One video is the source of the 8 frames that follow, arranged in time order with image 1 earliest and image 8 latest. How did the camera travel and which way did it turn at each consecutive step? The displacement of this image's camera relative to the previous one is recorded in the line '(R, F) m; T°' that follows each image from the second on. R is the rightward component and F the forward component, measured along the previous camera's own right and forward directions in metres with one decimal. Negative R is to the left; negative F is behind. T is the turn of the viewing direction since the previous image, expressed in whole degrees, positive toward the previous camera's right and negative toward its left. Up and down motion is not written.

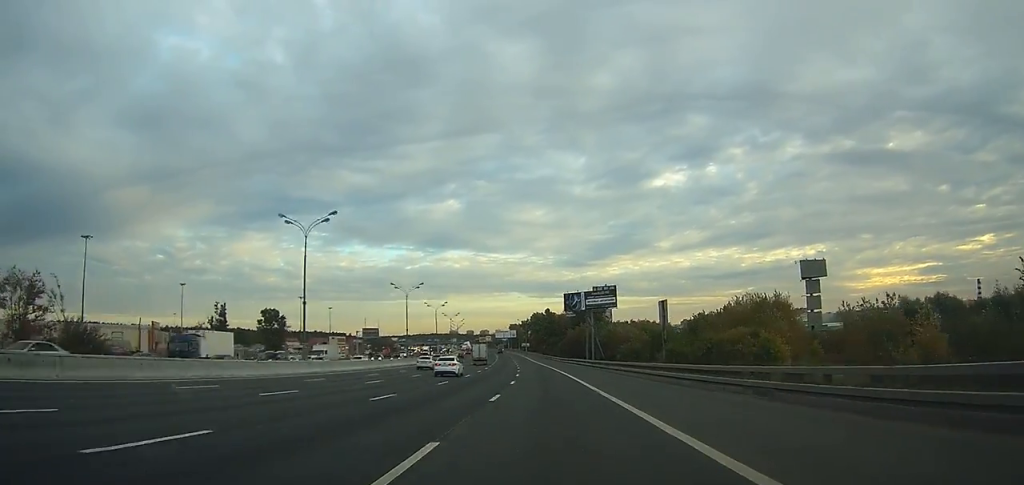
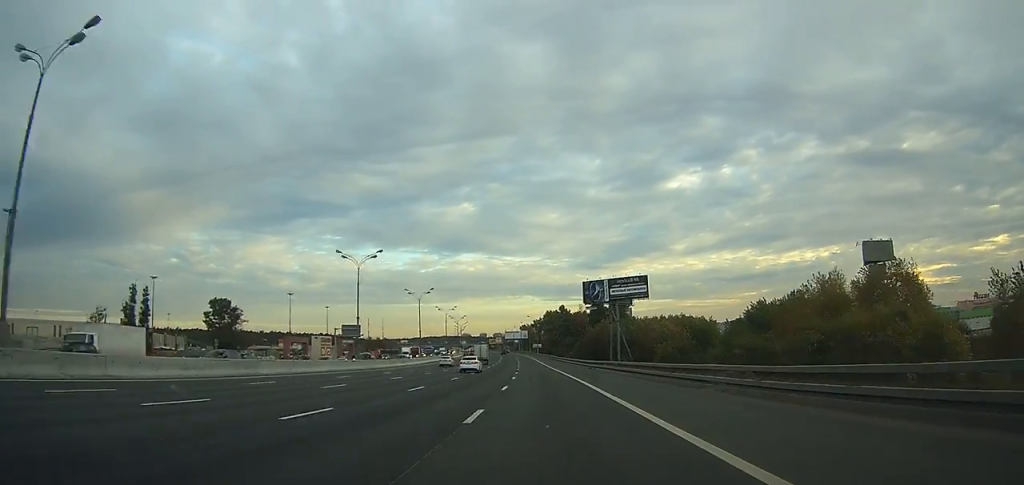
(-0.3, +29.9) m; -1°
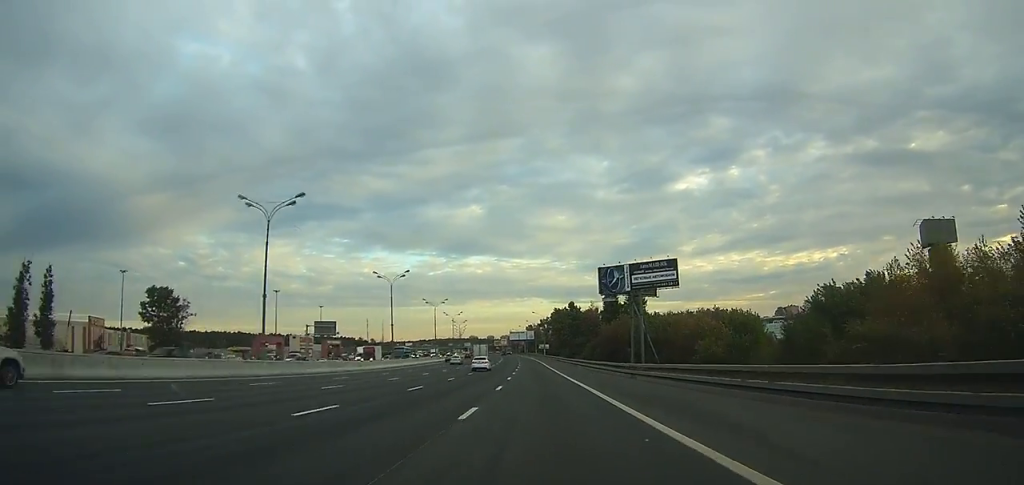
(-0.1, +23.1) m; -1°
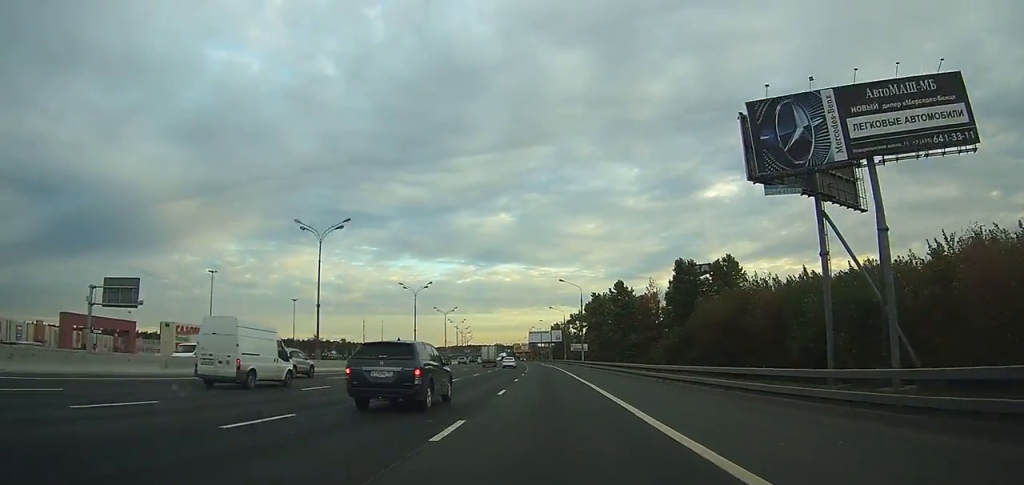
(-2.2, +74.0) m; -3°
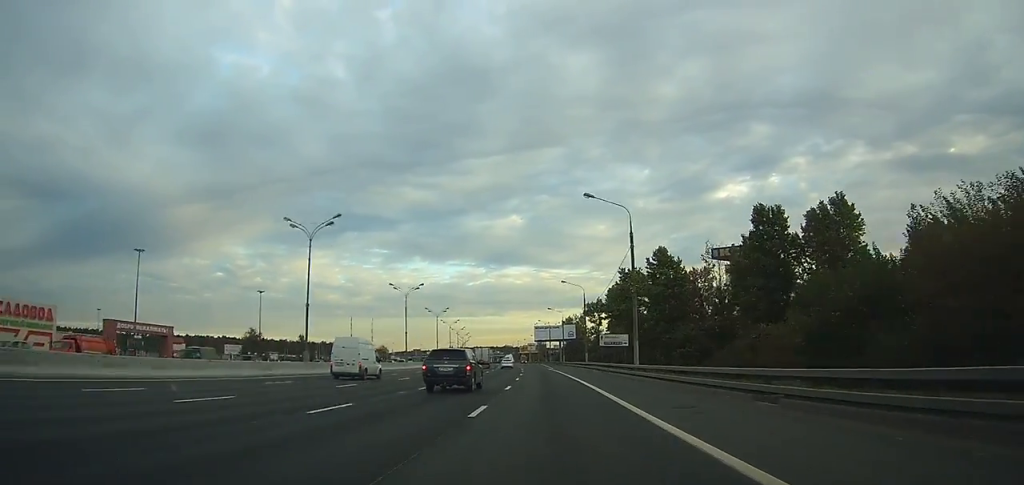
(-0.3, +43.6) m; -1°
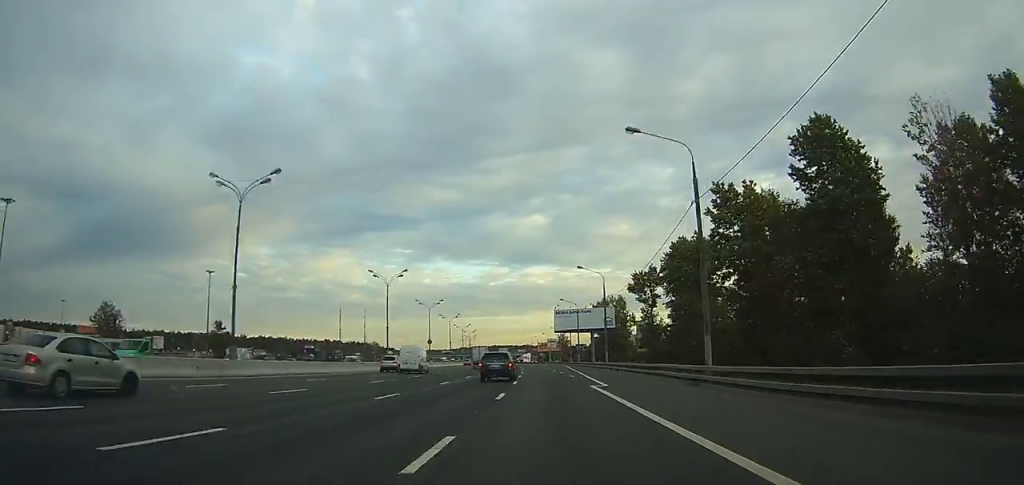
(-0.9, +54.3) m; -2°
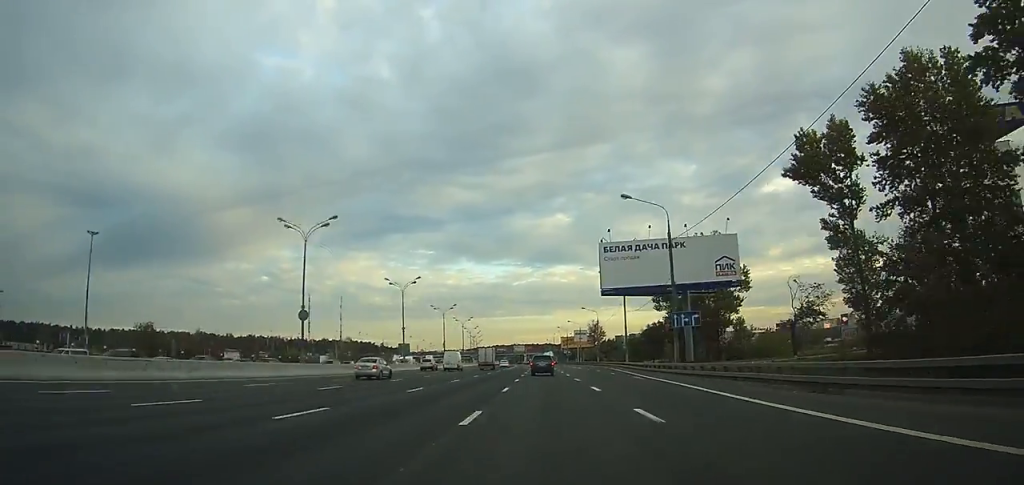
(-0.8, +67.8) m; -2°
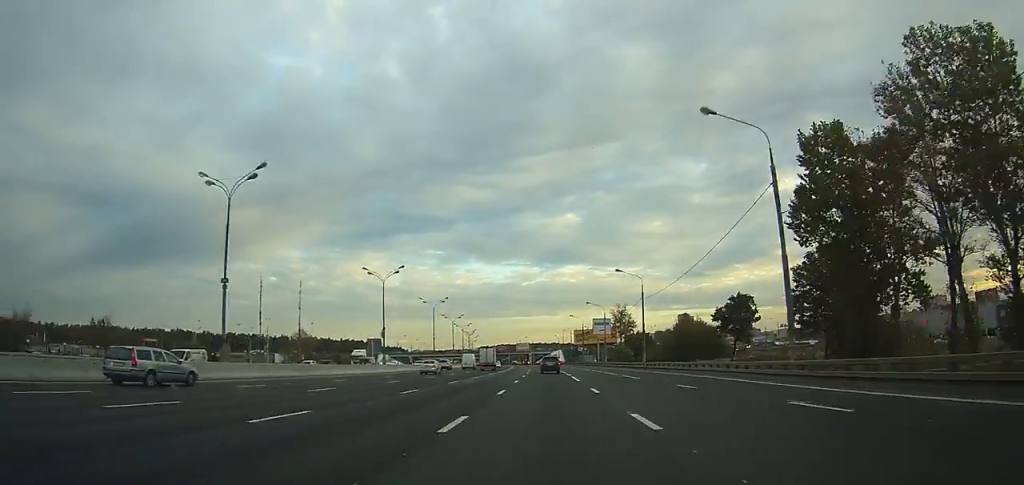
(-0.8, +49.9) m; -1°
